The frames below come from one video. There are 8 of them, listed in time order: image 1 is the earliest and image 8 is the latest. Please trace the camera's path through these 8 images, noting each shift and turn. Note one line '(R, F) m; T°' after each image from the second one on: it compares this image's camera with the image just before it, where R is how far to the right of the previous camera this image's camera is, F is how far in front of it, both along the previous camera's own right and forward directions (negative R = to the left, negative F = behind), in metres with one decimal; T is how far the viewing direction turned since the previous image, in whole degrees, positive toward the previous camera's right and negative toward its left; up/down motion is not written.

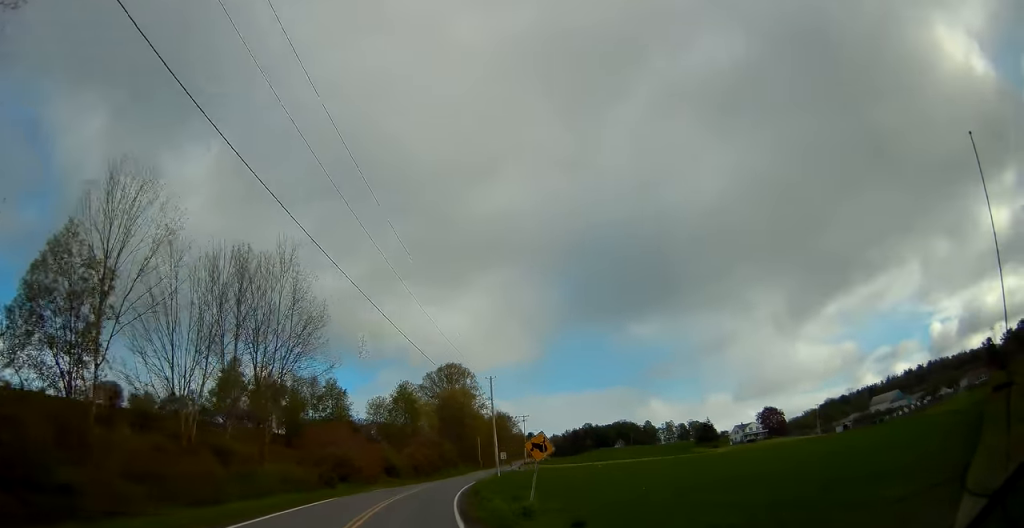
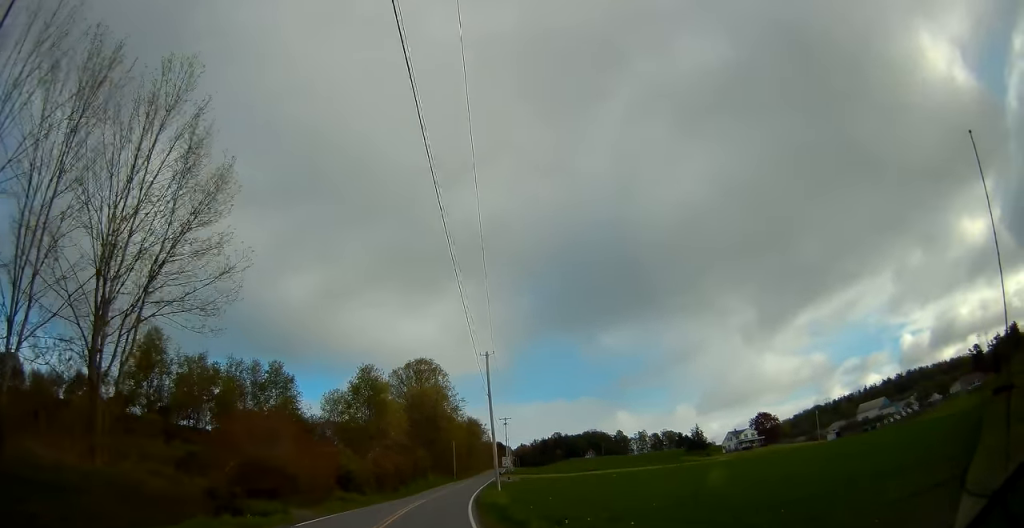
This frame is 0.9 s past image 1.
(+0.6, +18.4) m; +4°
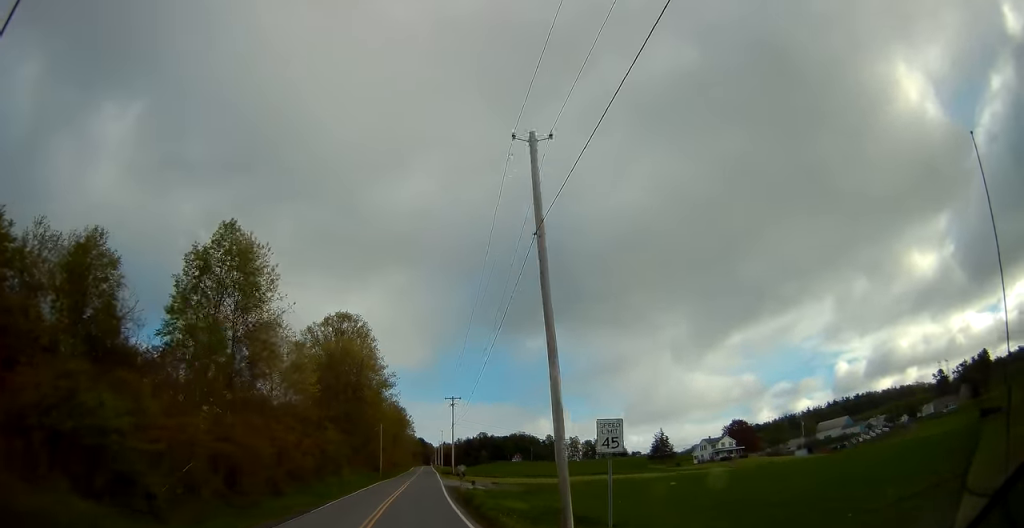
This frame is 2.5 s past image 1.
(+2.1, +32.1) m; +7°
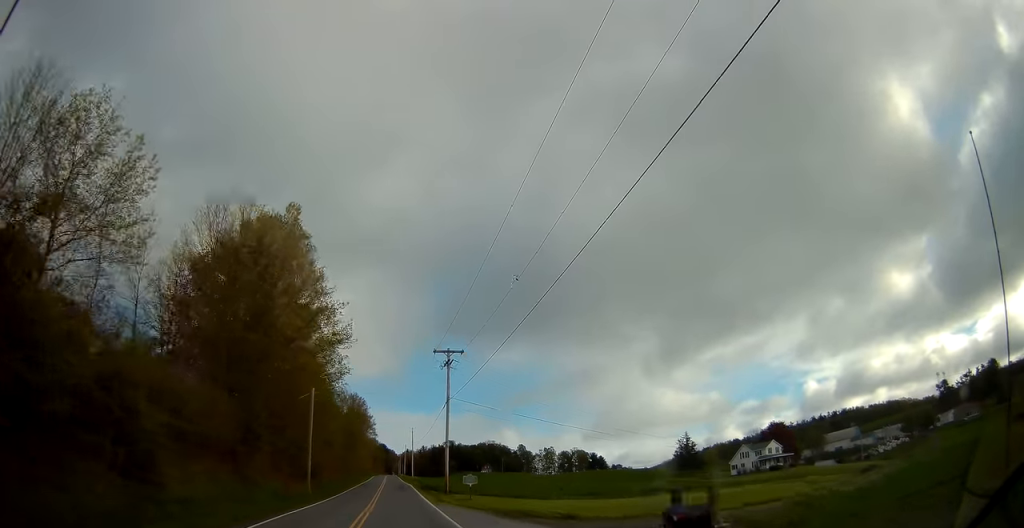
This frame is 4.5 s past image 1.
(+2.7, +38.6) m; +6°
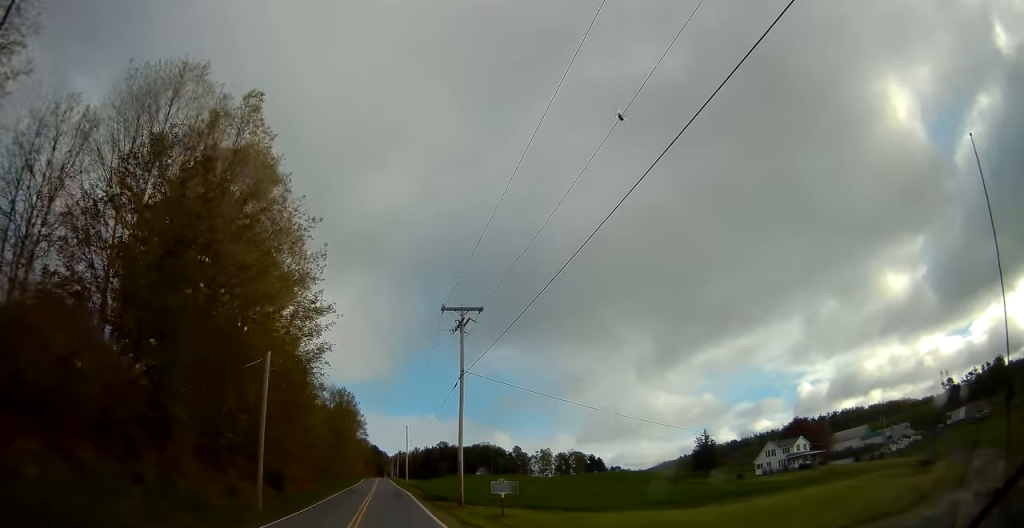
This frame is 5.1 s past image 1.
(+0.1, +13.0) m; +1°
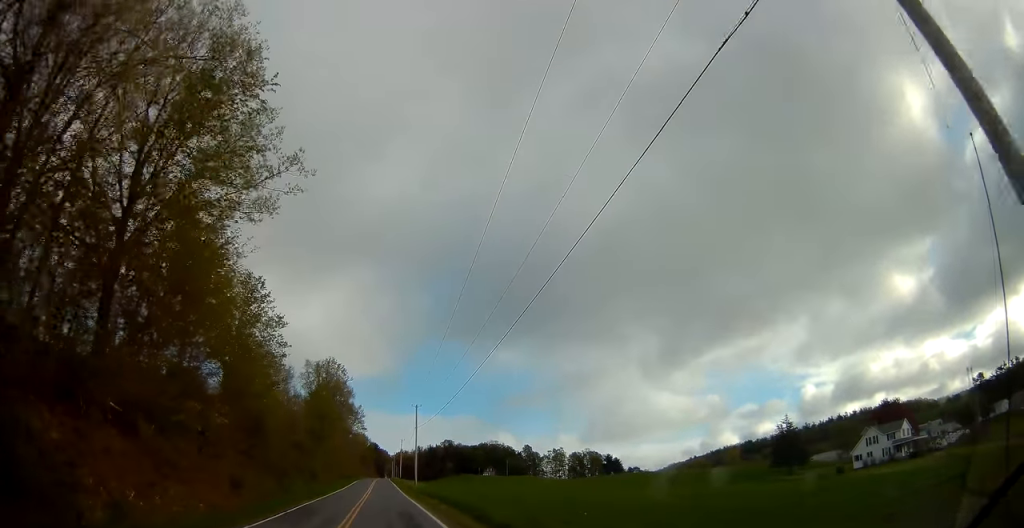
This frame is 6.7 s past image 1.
(0.0, +29.8) m; +1°
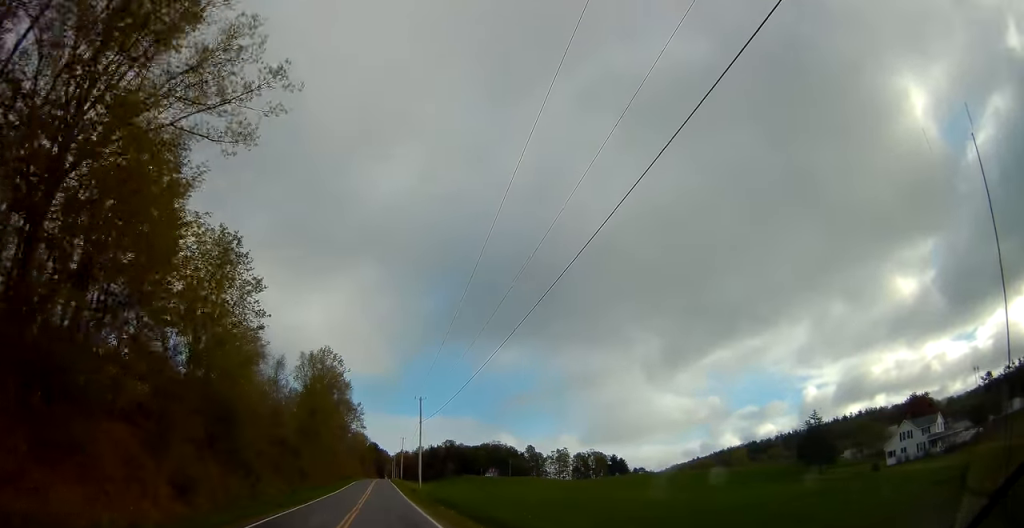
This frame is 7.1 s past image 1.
(+0.1, +8.3) m; 0°
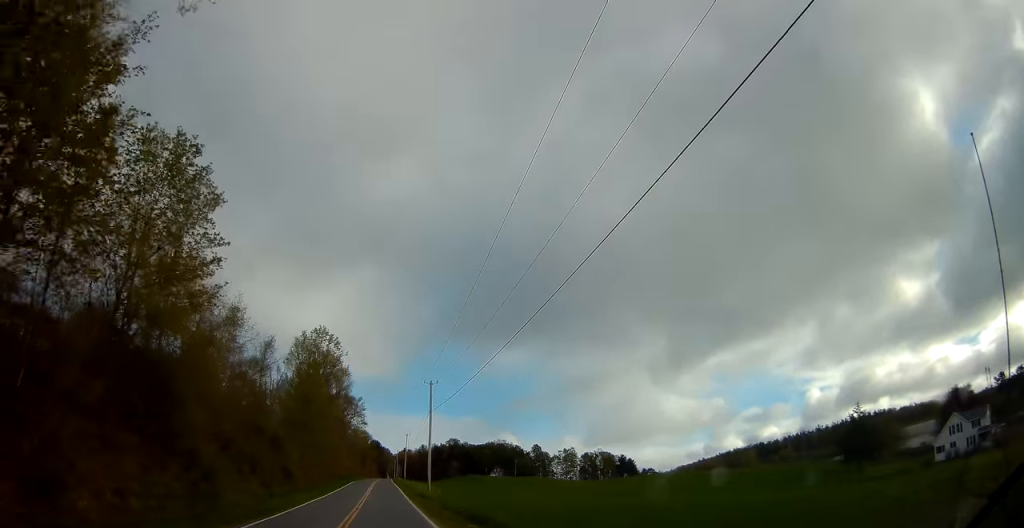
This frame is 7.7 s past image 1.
(+0.2, +10.9) m; 0°
